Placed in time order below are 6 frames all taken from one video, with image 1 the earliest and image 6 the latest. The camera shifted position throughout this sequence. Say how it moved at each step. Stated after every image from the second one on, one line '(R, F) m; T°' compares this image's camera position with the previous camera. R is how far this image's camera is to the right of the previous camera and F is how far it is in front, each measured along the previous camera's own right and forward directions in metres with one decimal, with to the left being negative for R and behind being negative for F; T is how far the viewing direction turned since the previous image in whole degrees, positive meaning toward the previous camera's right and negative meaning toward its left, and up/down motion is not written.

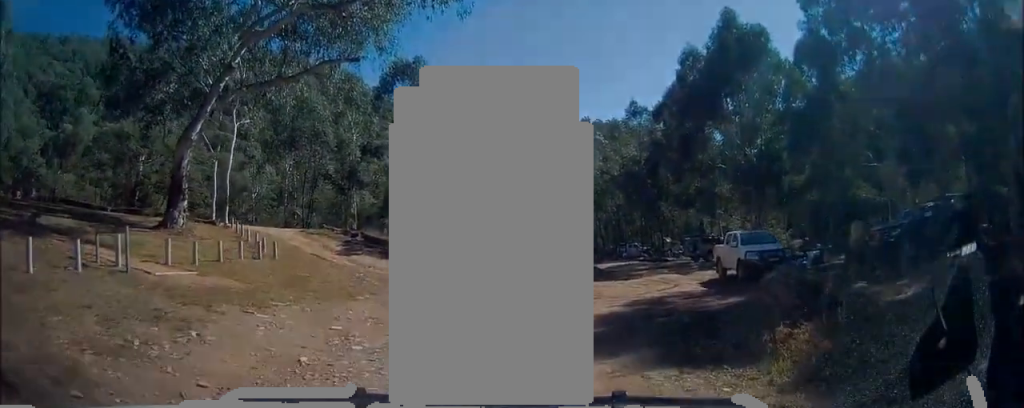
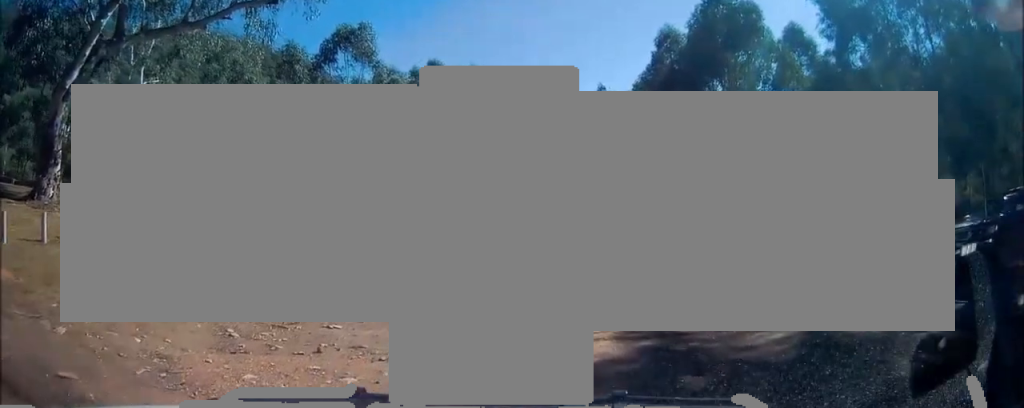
(+0.4, +5.5) m; +2°
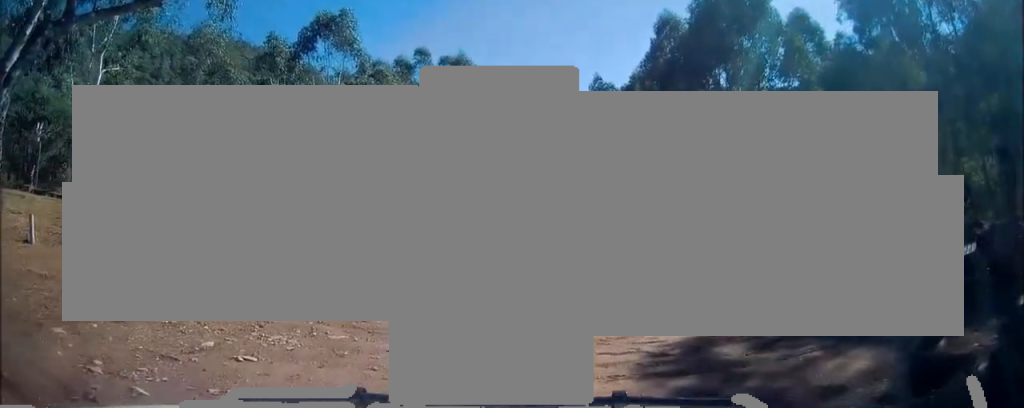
(-0.1, +2.7) m; -2°
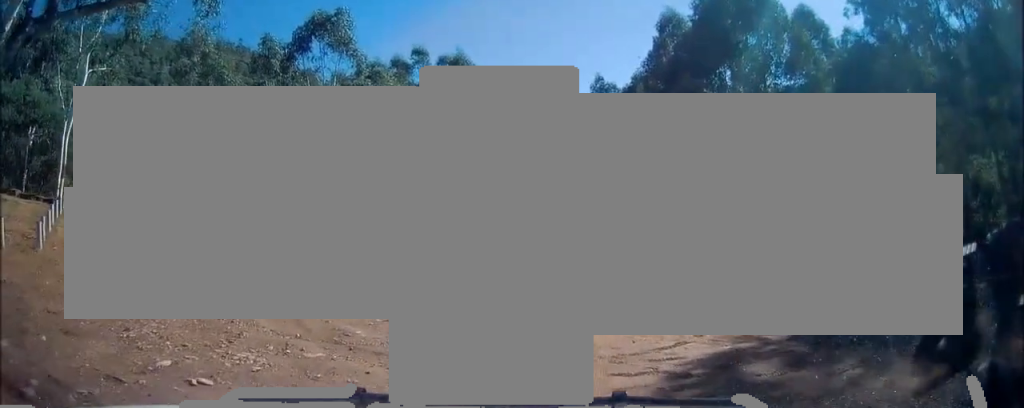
(0.0, +1.0) m; 0°
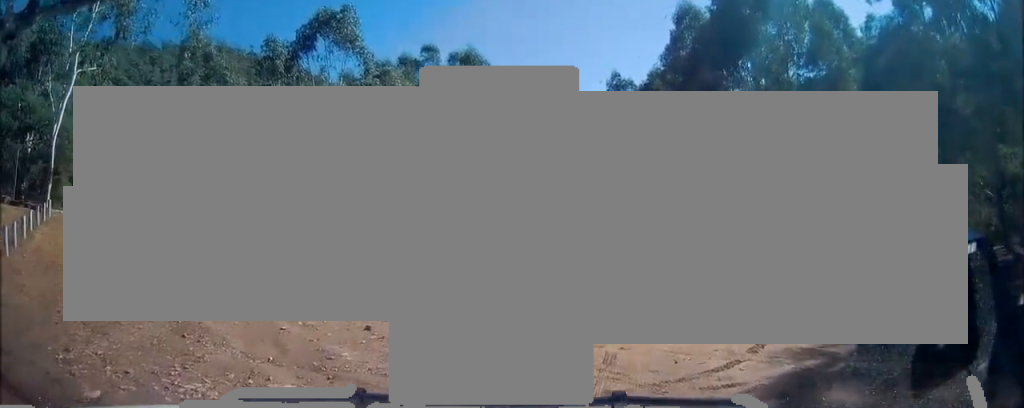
(0.0, +1.6) m; 0°
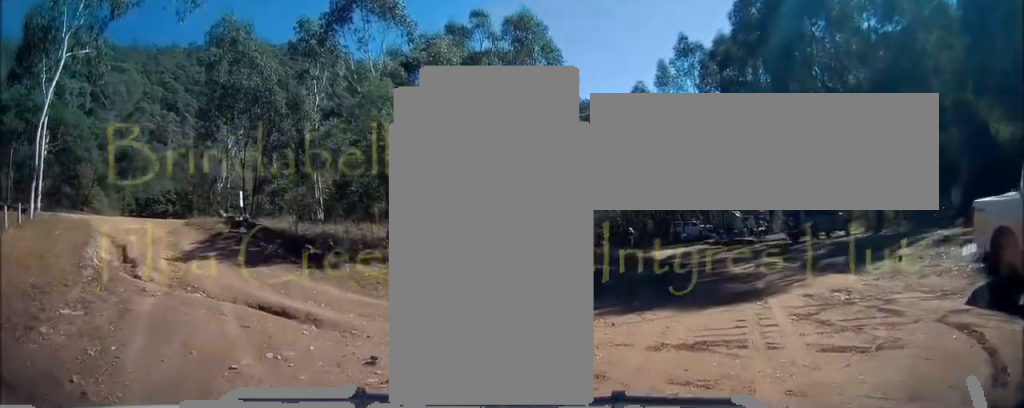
(-0.1, +3.6) m; -7°
